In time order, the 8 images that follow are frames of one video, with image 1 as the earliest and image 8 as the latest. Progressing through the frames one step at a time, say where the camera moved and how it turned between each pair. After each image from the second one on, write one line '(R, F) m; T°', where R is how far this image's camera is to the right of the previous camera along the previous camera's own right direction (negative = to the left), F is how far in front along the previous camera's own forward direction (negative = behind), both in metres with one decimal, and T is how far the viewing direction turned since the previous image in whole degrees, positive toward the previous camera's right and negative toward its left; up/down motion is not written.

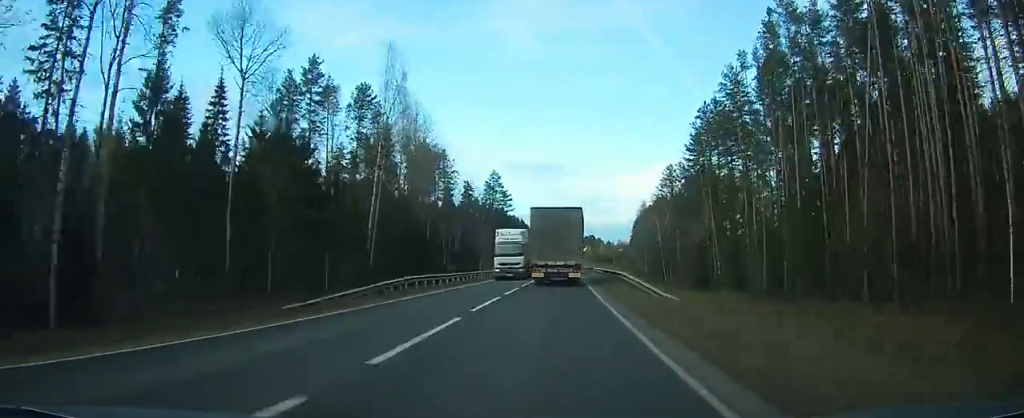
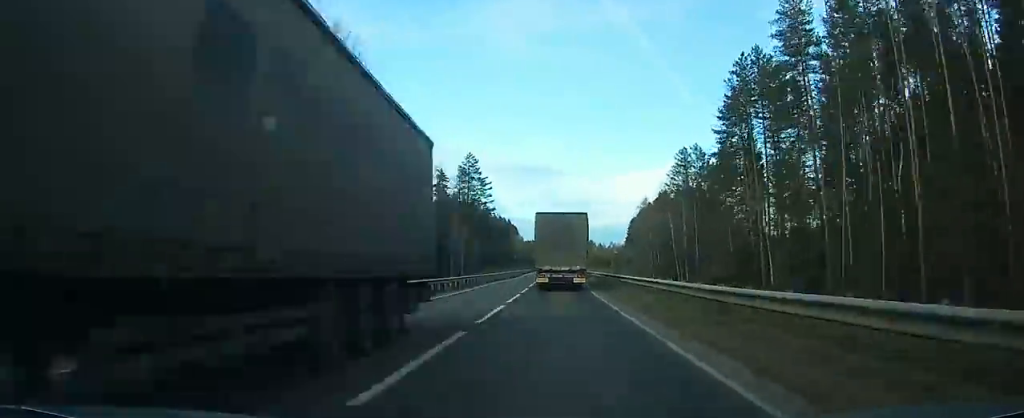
(+0.3, +27.5) m; +1°
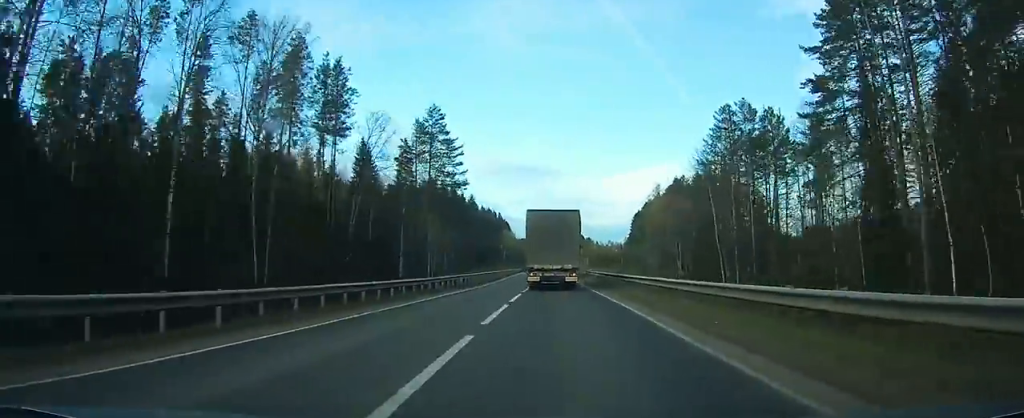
(+0.3, +33.8) m; +1°
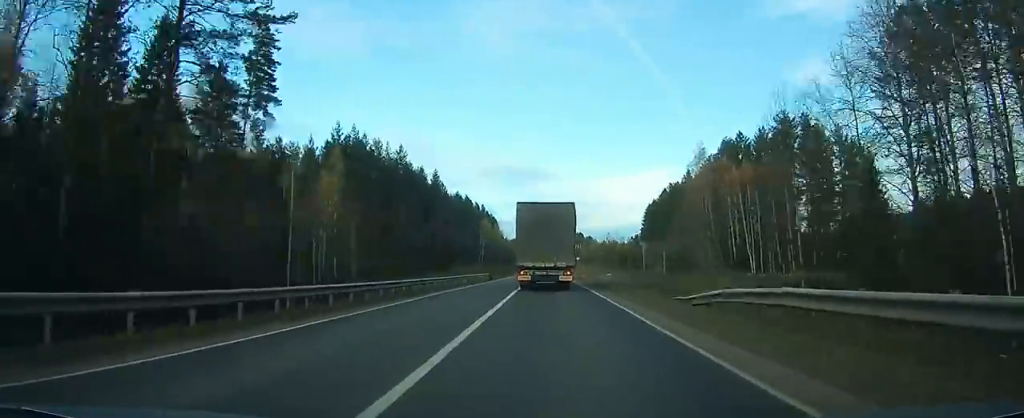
(+0.6, +54.6) m; +1°
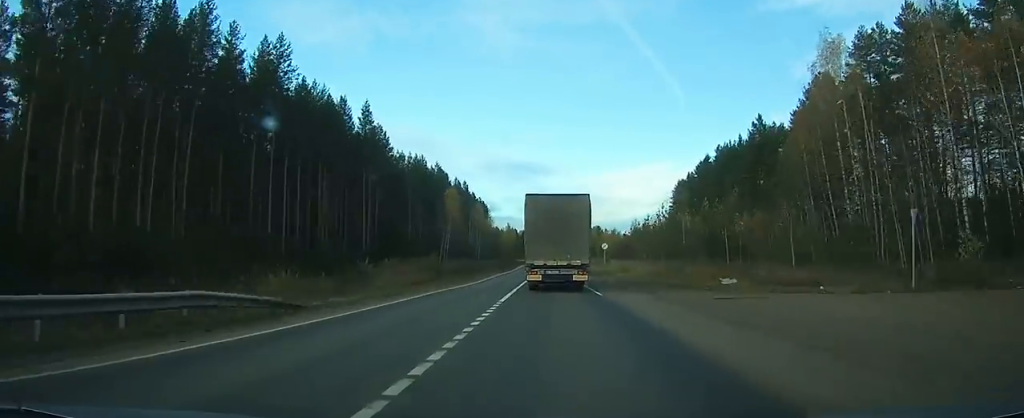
(+0.2, +52.3) m; 0°
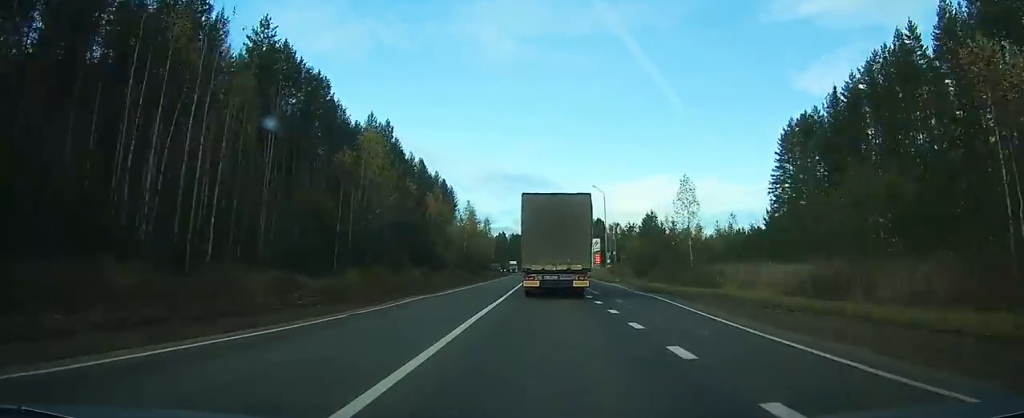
(+0.2, +90.9) m; 0°
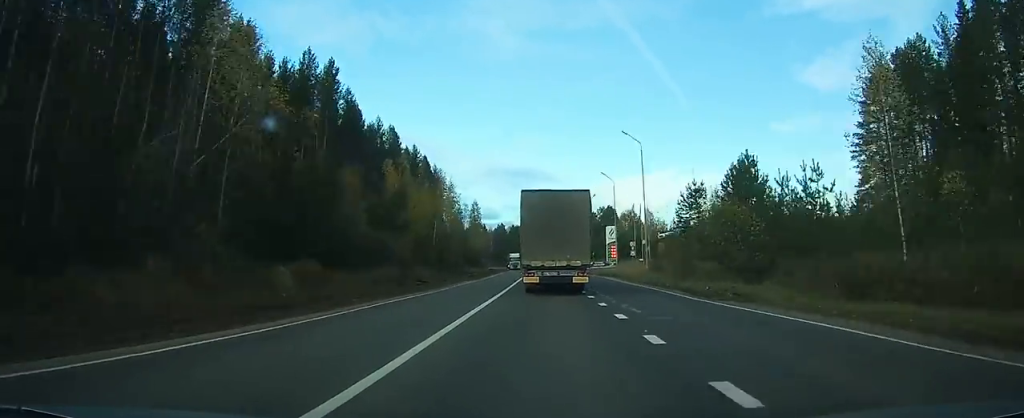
(0.0, +30.6) m; 0°
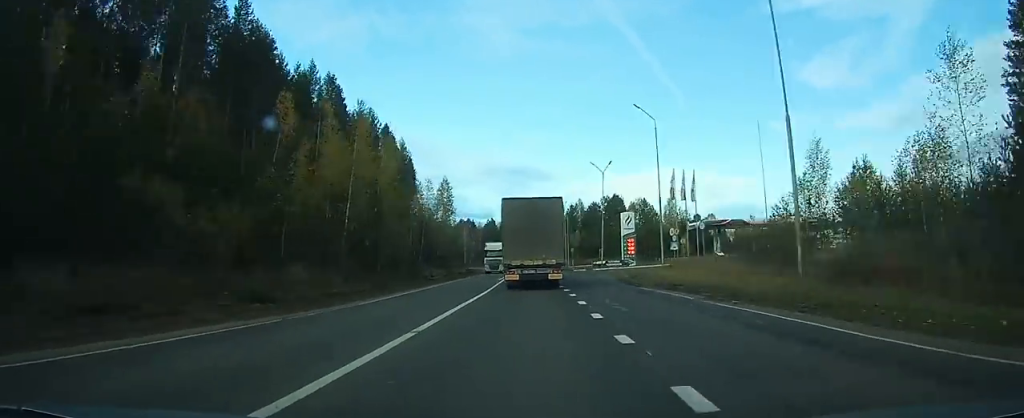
(0.0, +33.3) m; 0°
